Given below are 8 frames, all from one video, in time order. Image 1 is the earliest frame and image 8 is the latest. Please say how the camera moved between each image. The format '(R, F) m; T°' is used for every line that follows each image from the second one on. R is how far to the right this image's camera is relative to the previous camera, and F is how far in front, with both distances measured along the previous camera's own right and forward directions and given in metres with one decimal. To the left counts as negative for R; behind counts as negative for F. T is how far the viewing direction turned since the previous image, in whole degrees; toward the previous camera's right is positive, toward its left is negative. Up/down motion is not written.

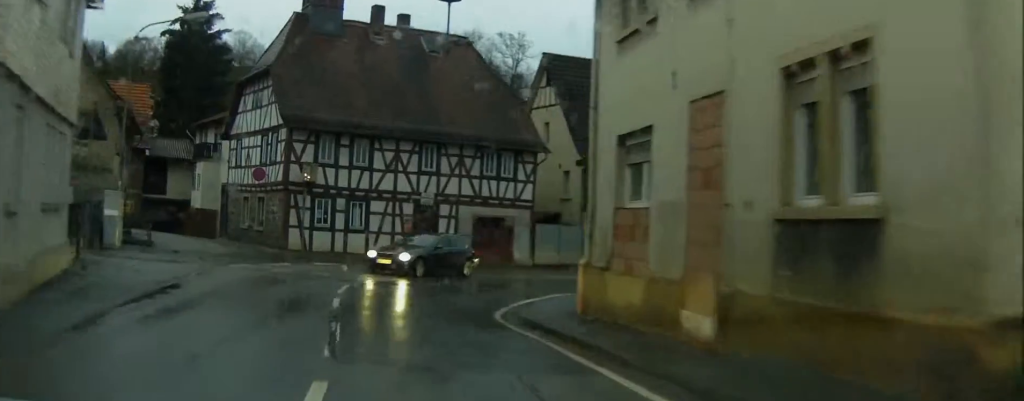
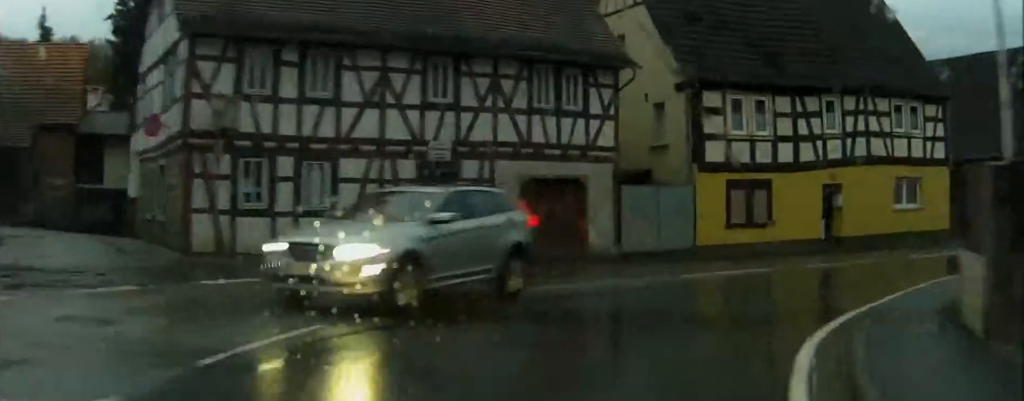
(-1.2, +15.9) m; +9°
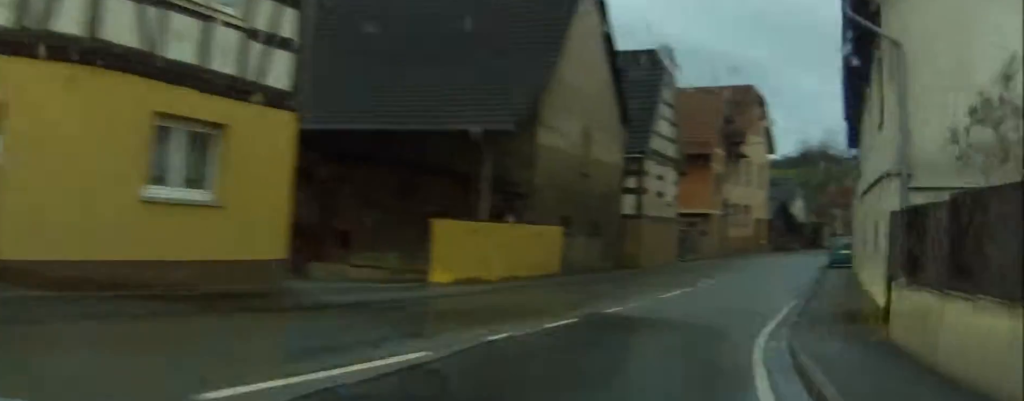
(+5.8, +18.4) m; +34°
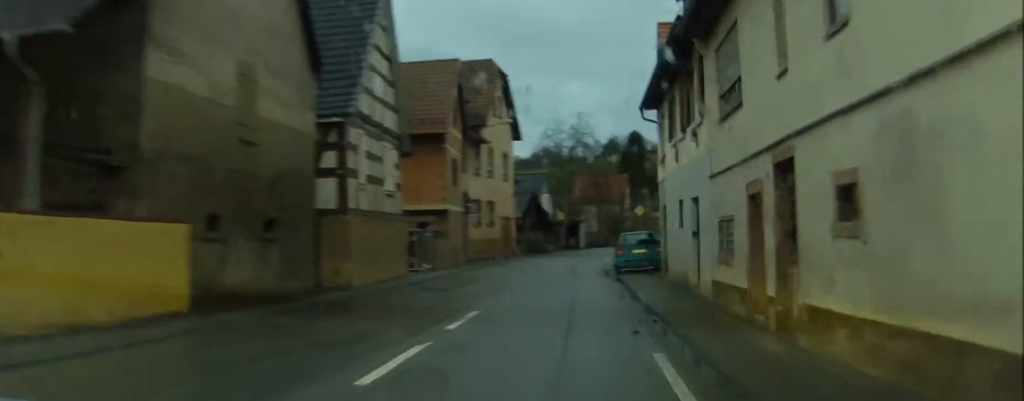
(+1.4, +10.9) m; +10°
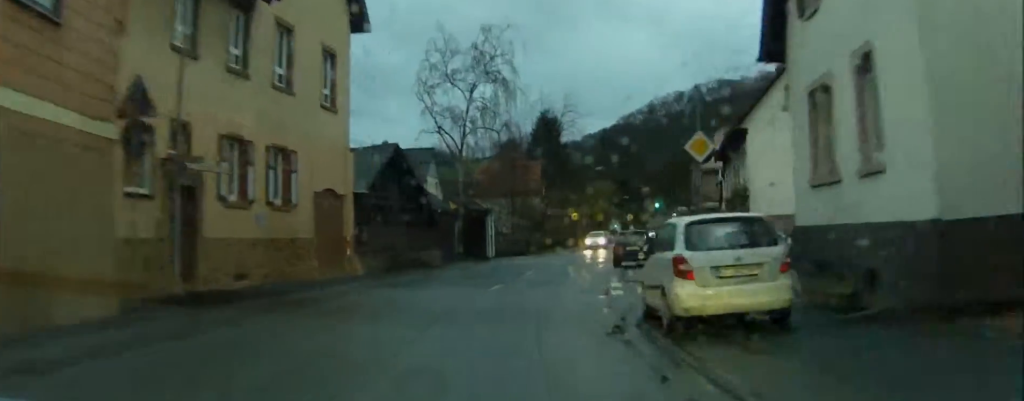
(+5.1, +30.8) m; +15°
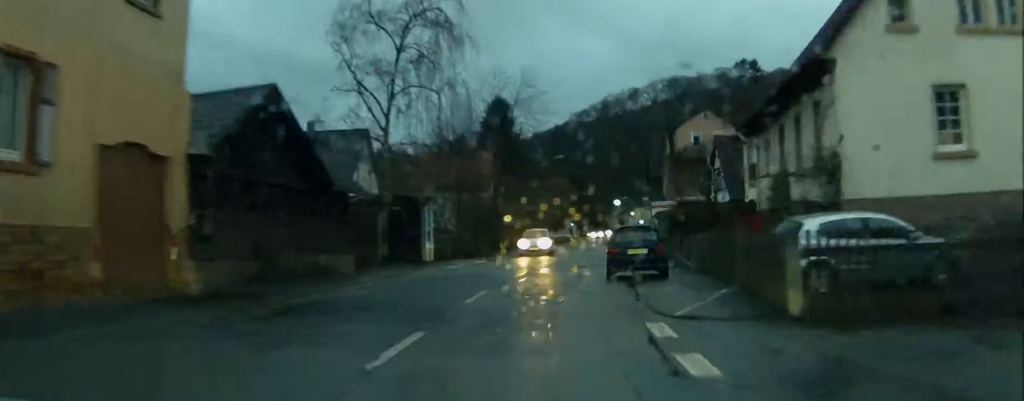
(+0.2, +11.3) m; +3°
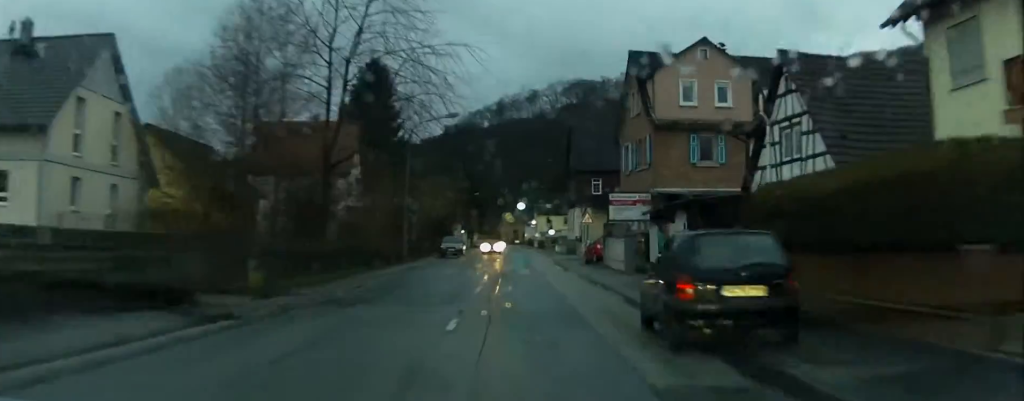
(+2.1, +31.5) m; +7°
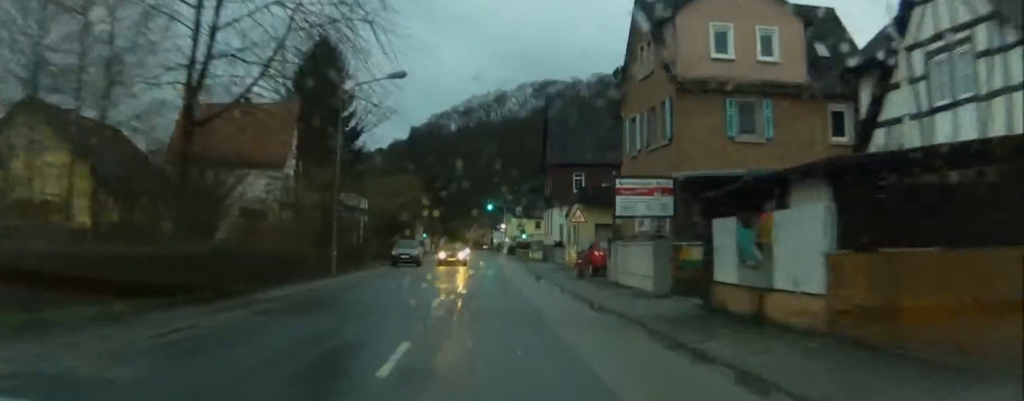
(+0.2, +12.6) m; +2°
